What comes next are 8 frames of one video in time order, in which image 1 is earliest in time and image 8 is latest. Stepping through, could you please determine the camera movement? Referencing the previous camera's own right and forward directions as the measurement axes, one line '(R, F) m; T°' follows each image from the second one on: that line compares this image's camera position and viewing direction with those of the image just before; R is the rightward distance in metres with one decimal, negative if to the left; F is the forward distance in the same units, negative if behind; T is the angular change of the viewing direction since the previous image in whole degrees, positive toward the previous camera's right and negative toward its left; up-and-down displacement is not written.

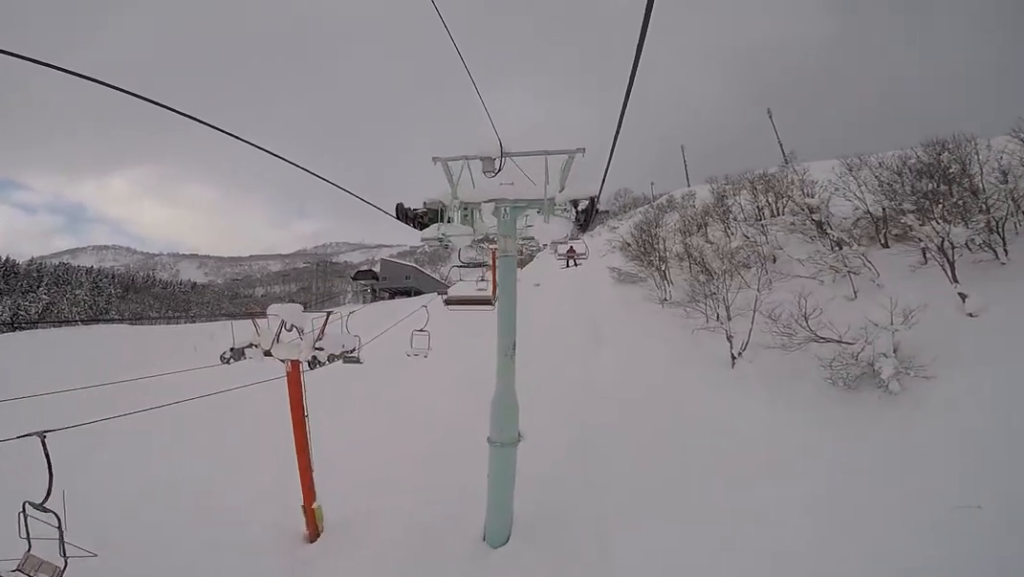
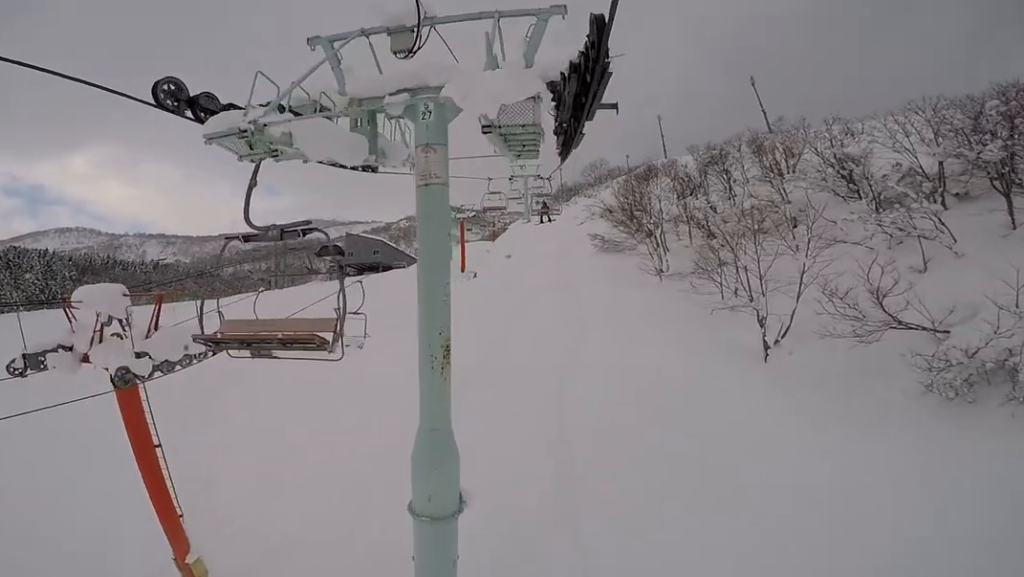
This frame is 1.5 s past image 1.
(-0.1, +5.8) m; +3°
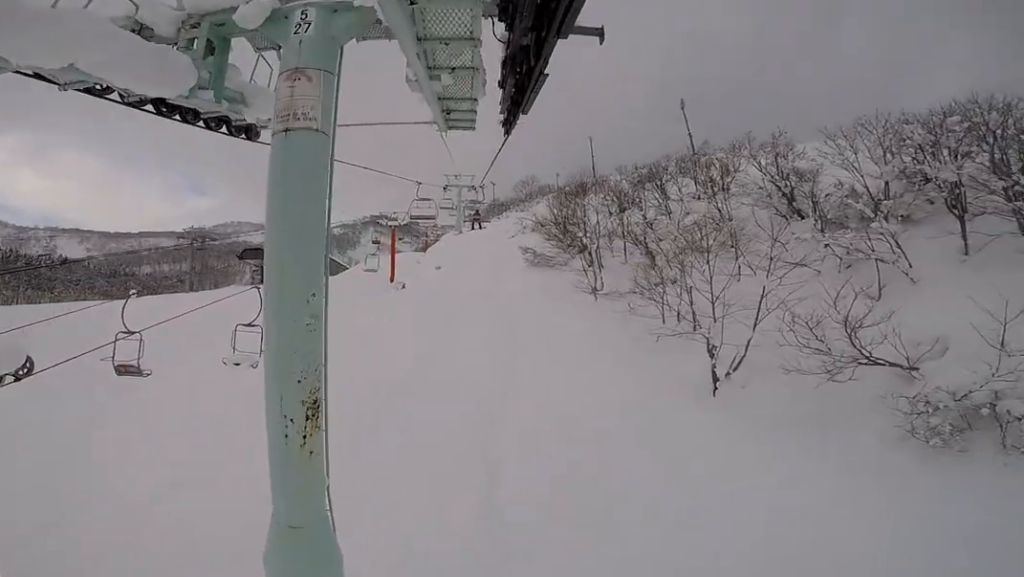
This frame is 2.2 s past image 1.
(+0.5, +2.7) m; 0°
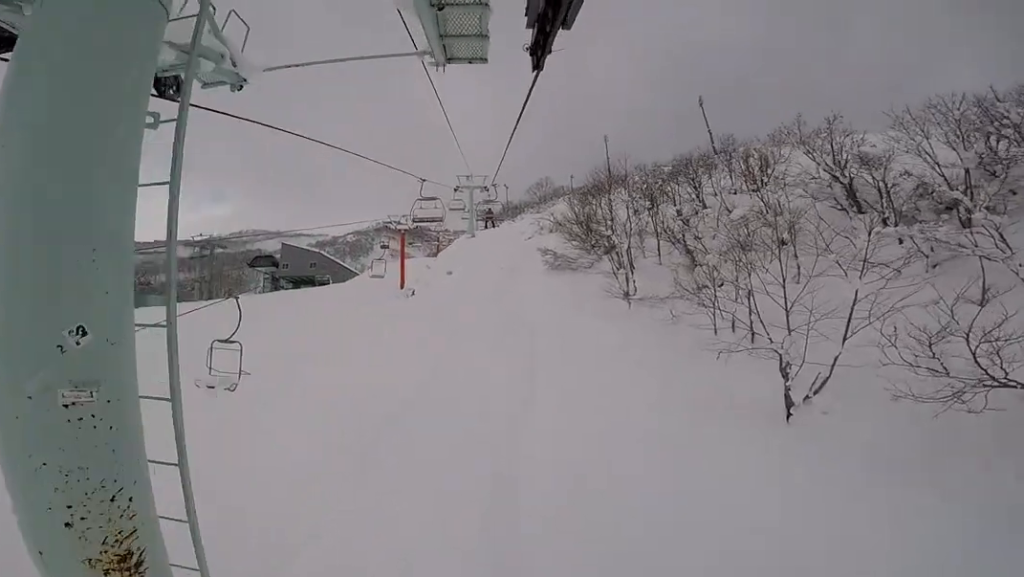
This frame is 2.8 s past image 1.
(-0.1, +2.2) m; 0°
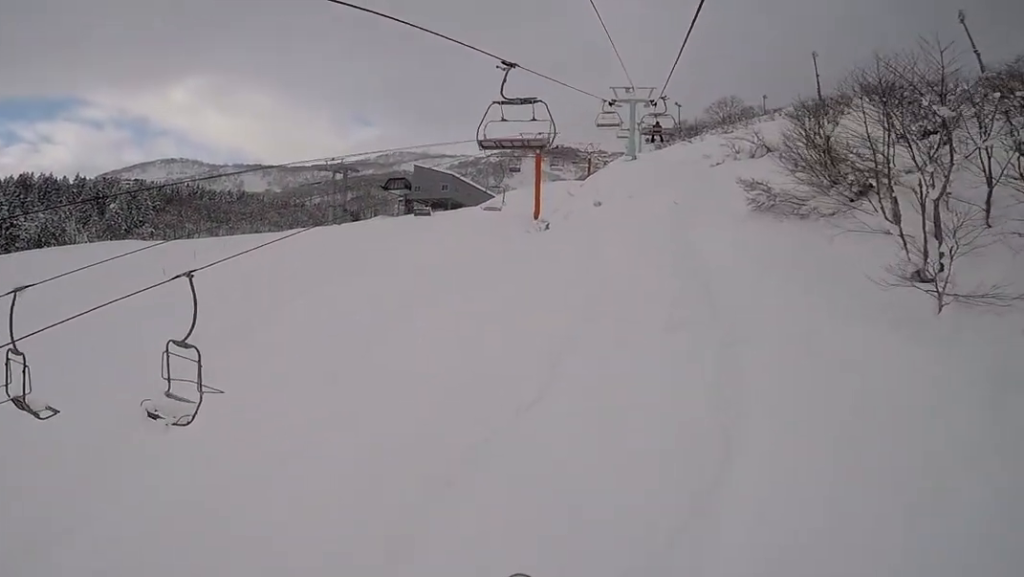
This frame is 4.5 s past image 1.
(+0.2, +6.6) m; 0°
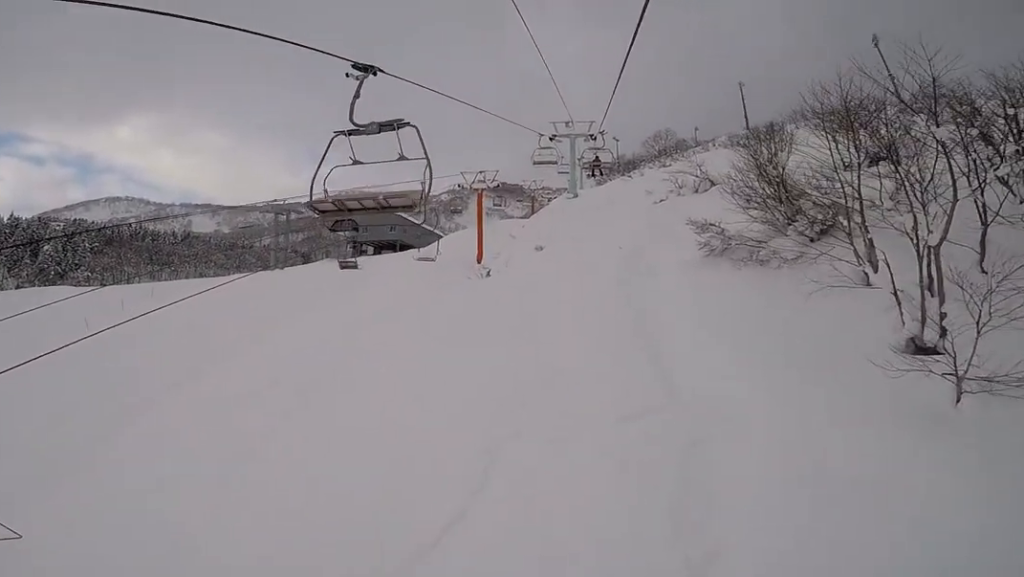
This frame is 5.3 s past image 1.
(-0.5, +2.8) m; 0°
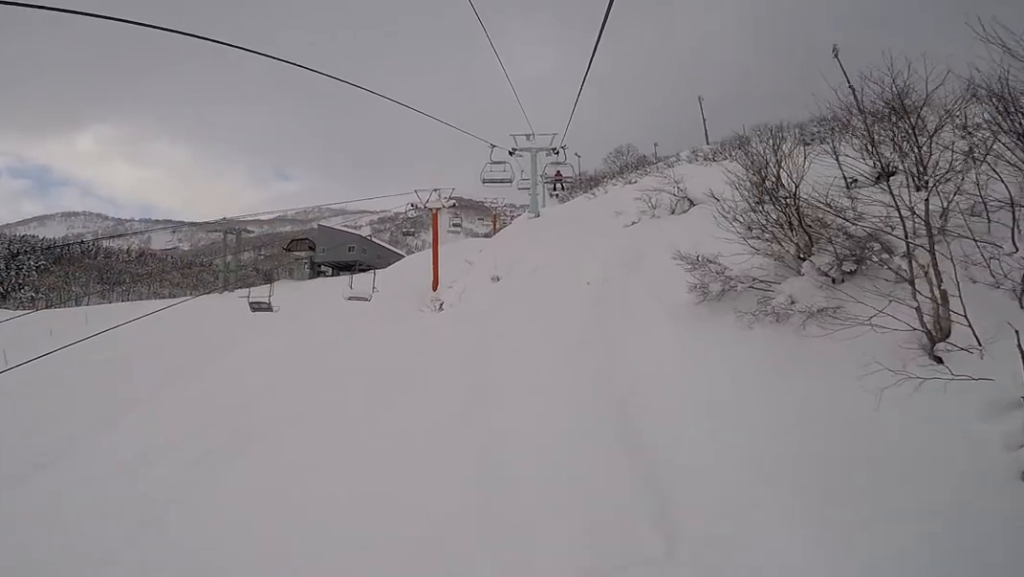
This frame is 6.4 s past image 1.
(+0.6, +4.1) m; +1°
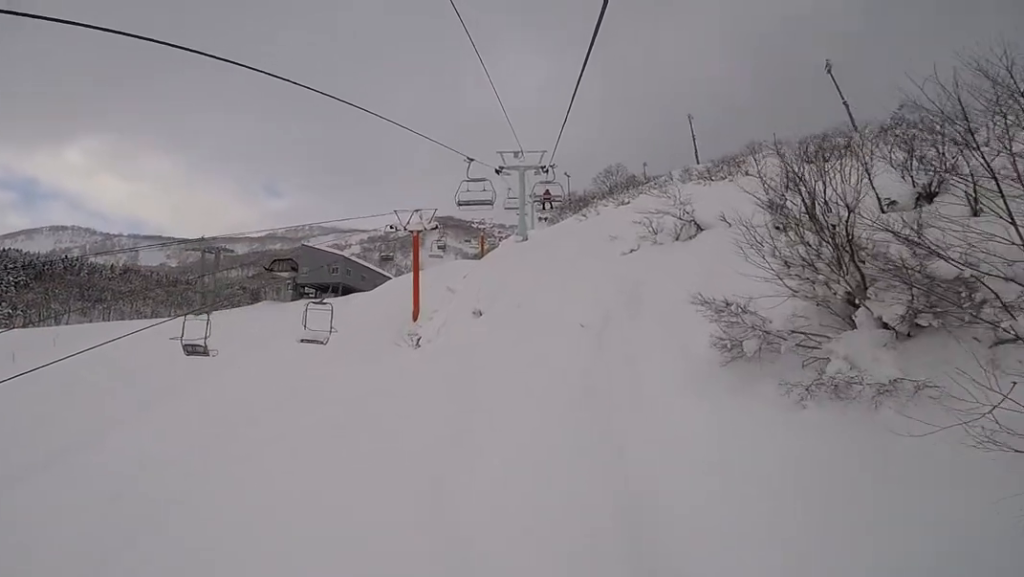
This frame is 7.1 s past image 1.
(-0.4, +2.6) m; +4°
